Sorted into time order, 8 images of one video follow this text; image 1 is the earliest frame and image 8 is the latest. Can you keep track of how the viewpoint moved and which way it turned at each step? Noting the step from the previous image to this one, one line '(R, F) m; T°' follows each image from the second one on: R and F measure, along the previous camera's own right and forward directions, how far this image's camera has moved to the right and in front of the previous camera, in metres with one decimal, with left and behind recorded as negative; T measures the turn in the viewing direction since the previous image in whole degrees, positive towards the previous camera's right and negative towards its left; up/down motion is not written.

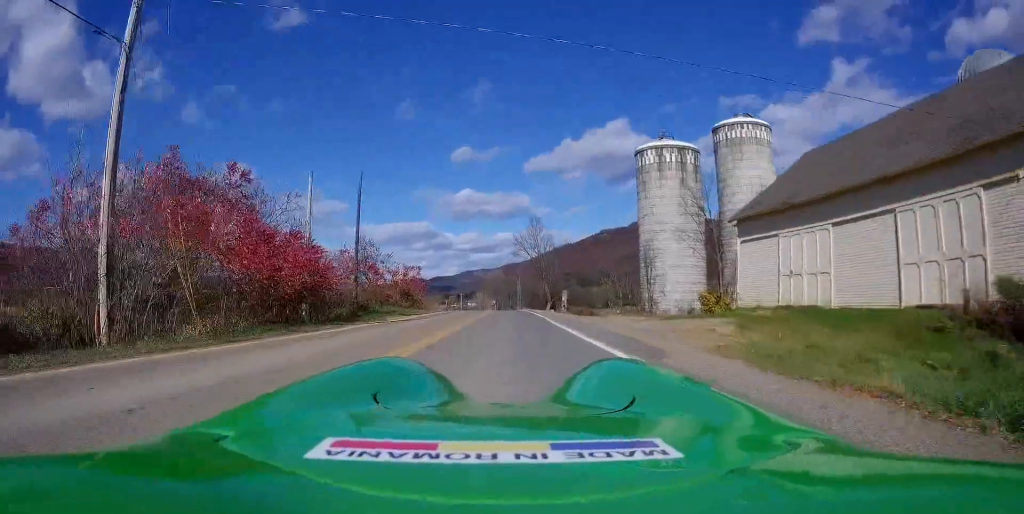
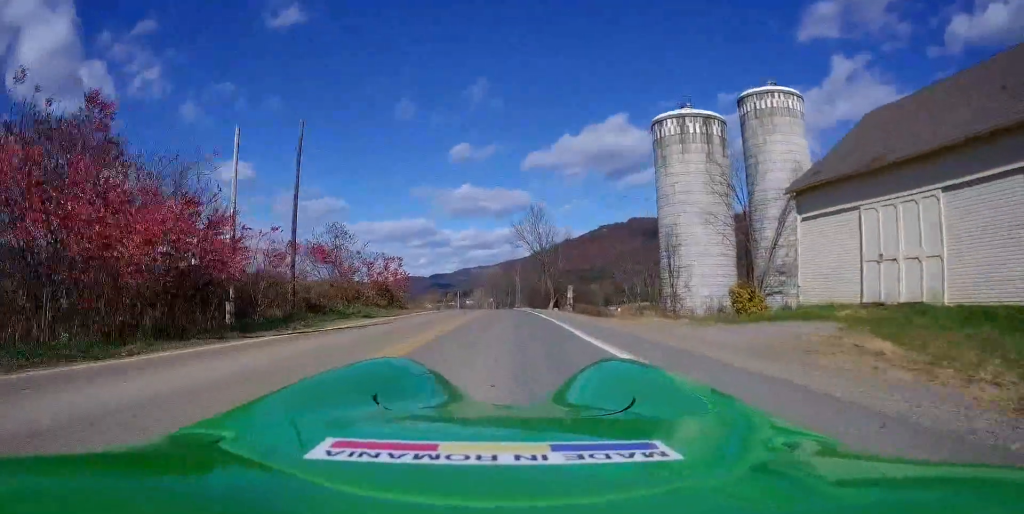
(+0.3, +7.9) m; +1°
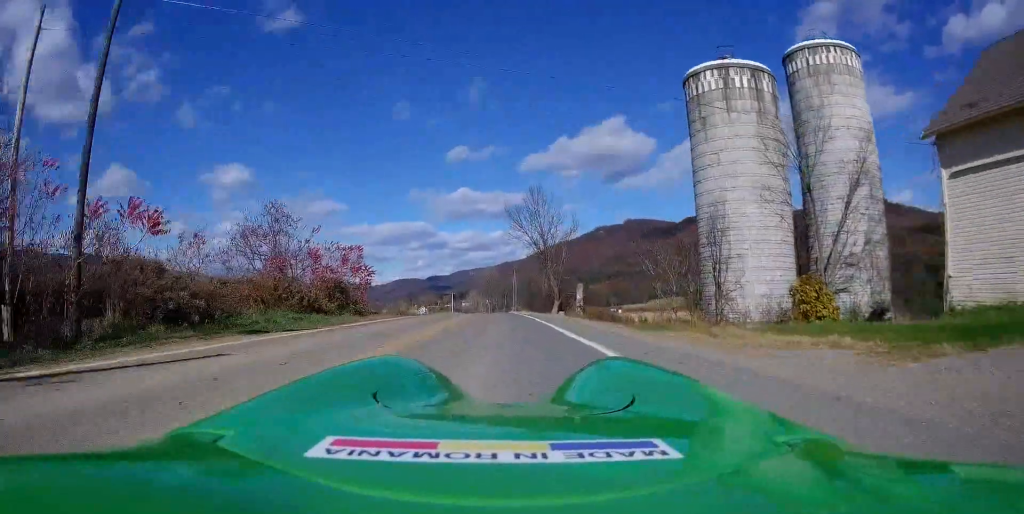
(0.0, +11.2) m; 0°
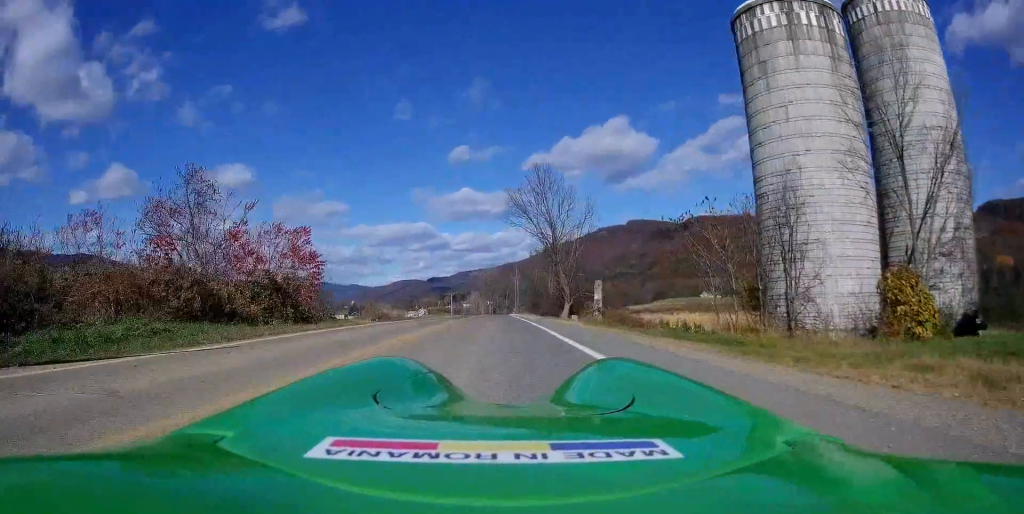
(-0.2, +9.1) m; -2°
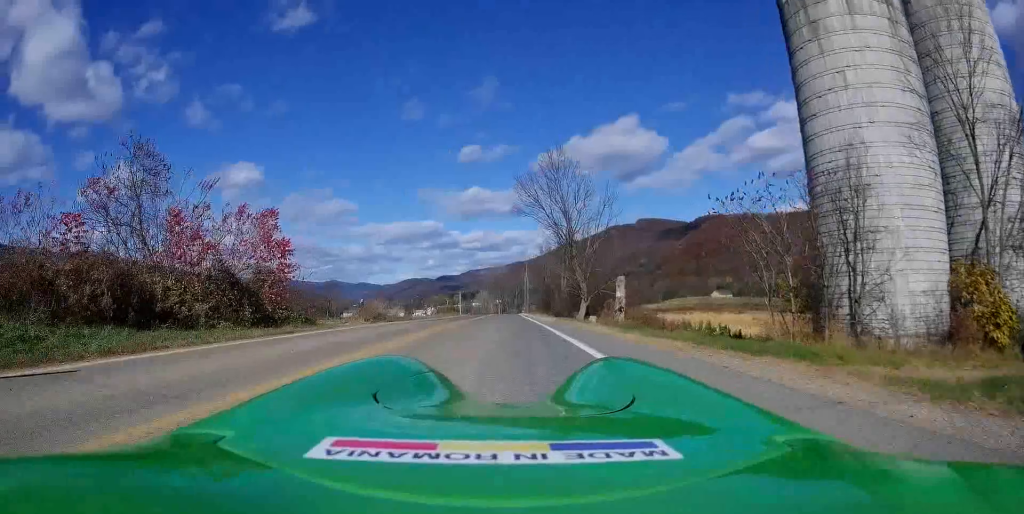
(-0.1, +4.7) m; 0°
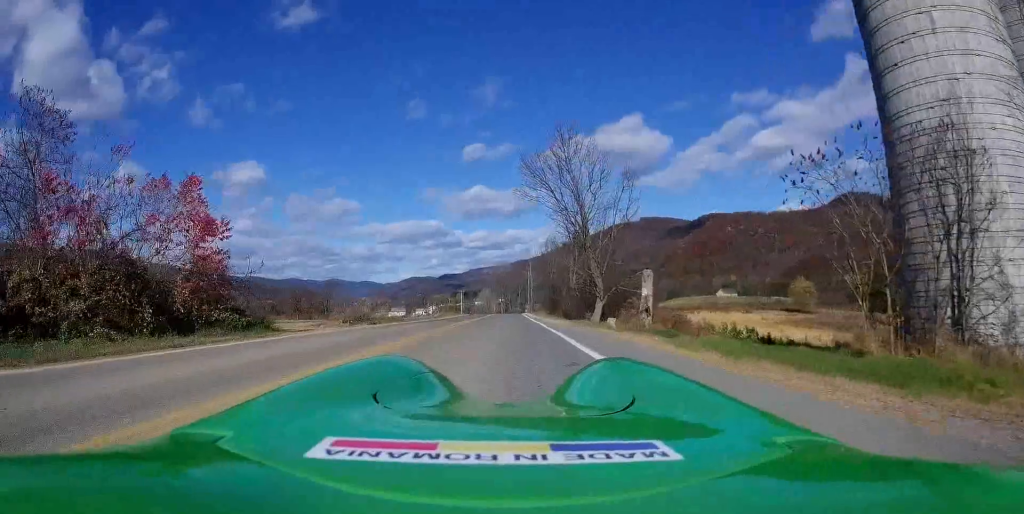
(0.0, +5.8) m; +2°
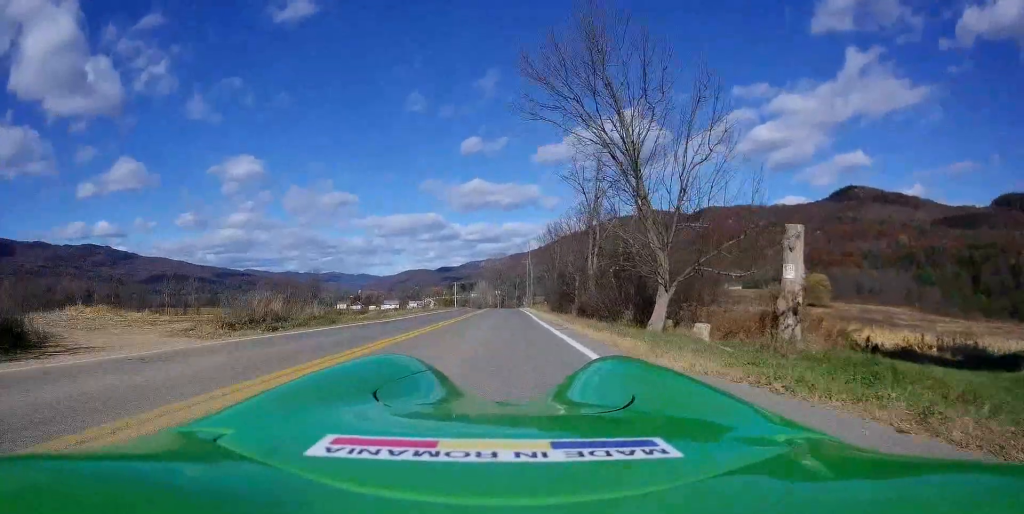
(-0.3, +14.7) m; -3°
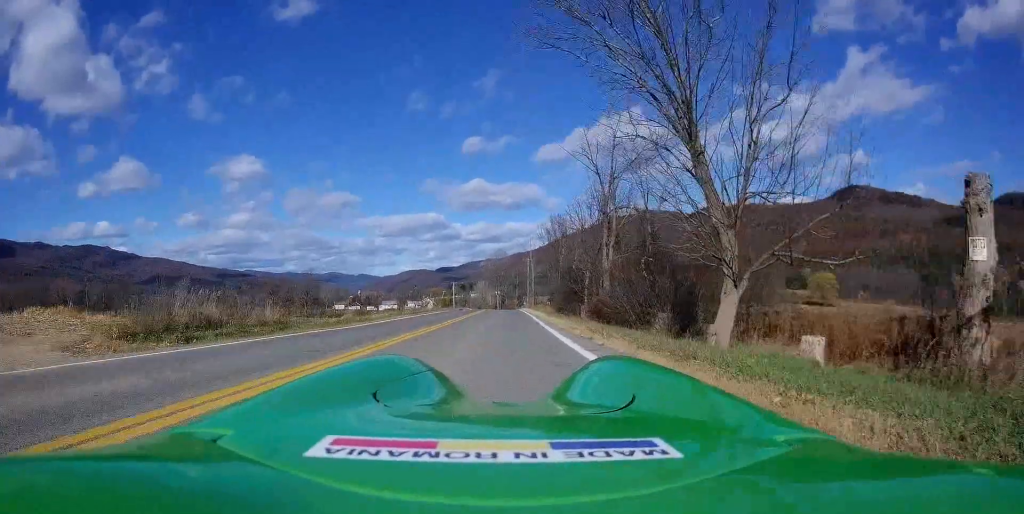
(-0.2, +6.0) m; +1°
